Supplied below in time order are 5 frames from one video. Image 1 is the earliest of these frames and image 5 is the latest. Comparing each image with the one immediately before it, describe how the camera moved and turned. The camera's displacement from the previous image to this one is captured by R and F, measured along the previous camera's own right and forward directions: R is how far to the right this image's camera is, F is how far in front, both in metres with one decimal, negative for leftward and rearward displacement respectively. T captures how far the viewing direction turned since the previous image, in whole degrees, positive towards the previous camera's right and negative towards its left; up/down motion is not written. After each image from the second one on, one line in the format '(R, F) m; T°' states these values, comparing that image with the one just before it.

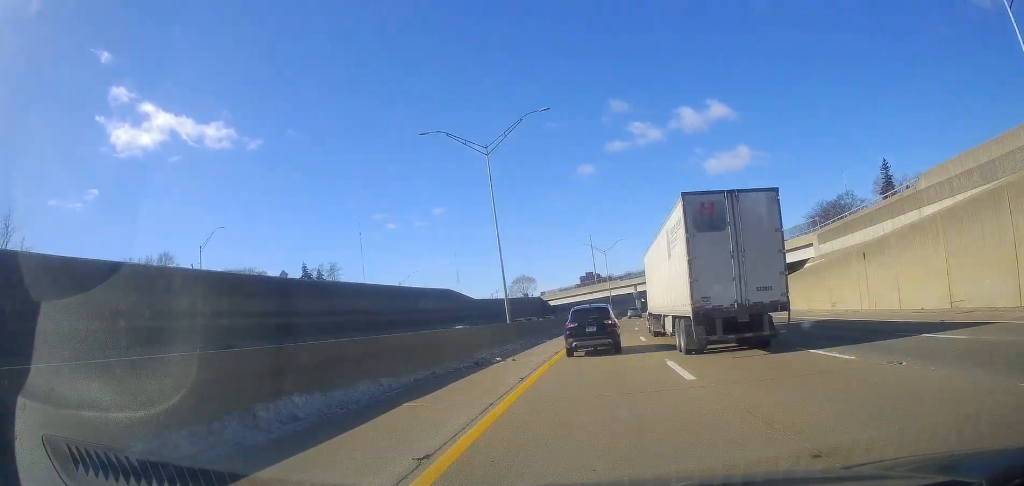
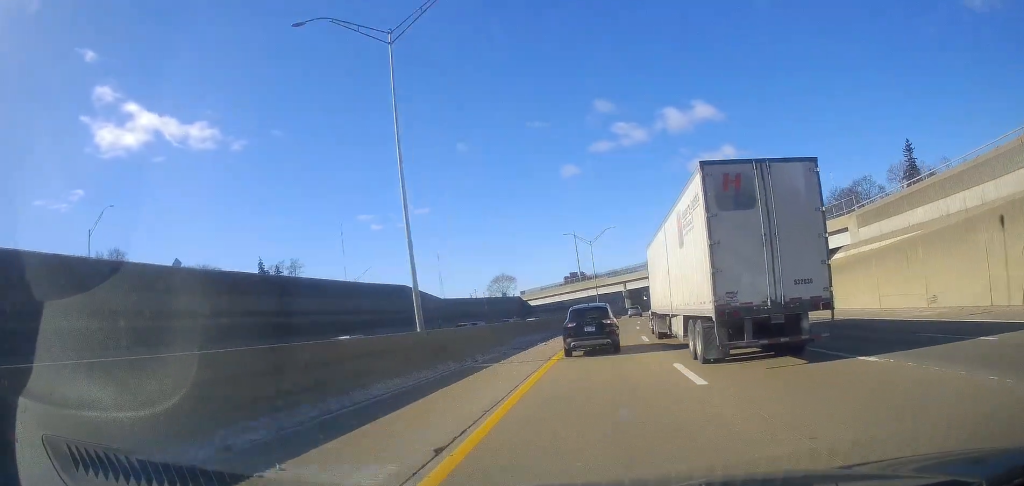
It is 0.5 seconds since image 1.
(+0.3, +16.4) m; +1°
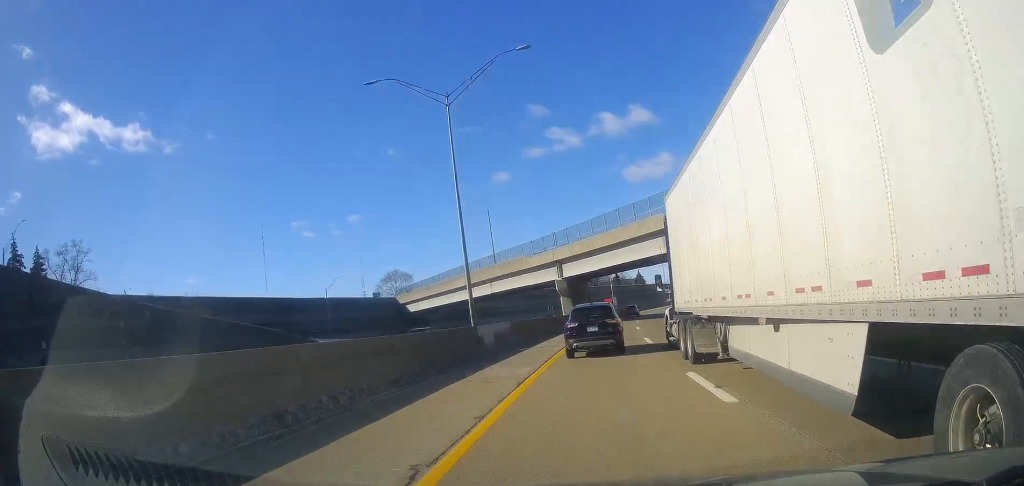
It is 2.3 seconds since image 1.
(+2.3, +65.5) m; +5°
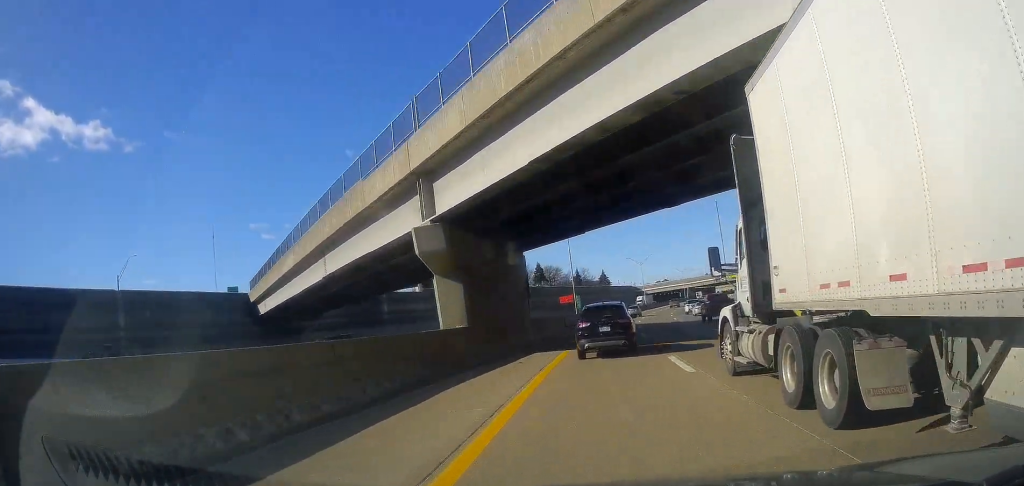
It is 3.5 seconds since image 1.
(+2.1, +42.1) m; +5°
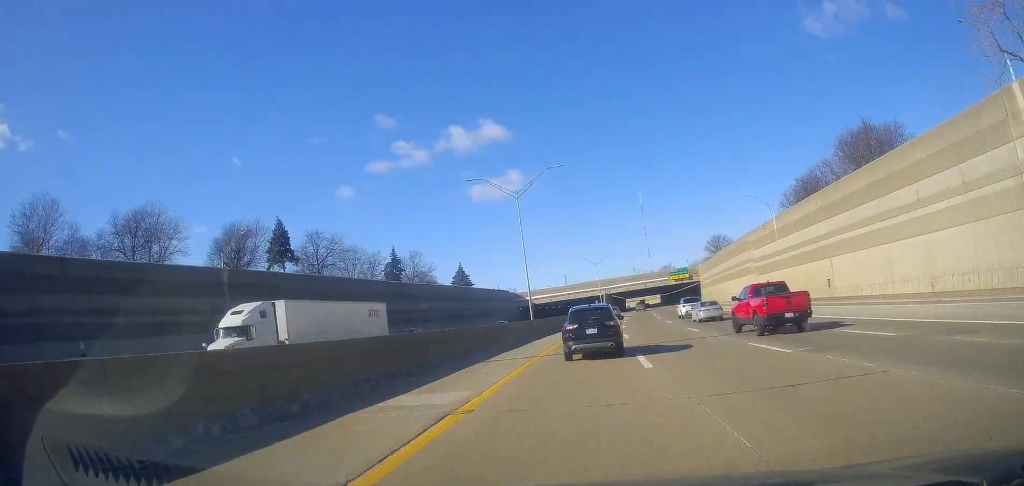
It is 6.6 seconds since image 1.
(+8.9, +105.0) m; +10°
